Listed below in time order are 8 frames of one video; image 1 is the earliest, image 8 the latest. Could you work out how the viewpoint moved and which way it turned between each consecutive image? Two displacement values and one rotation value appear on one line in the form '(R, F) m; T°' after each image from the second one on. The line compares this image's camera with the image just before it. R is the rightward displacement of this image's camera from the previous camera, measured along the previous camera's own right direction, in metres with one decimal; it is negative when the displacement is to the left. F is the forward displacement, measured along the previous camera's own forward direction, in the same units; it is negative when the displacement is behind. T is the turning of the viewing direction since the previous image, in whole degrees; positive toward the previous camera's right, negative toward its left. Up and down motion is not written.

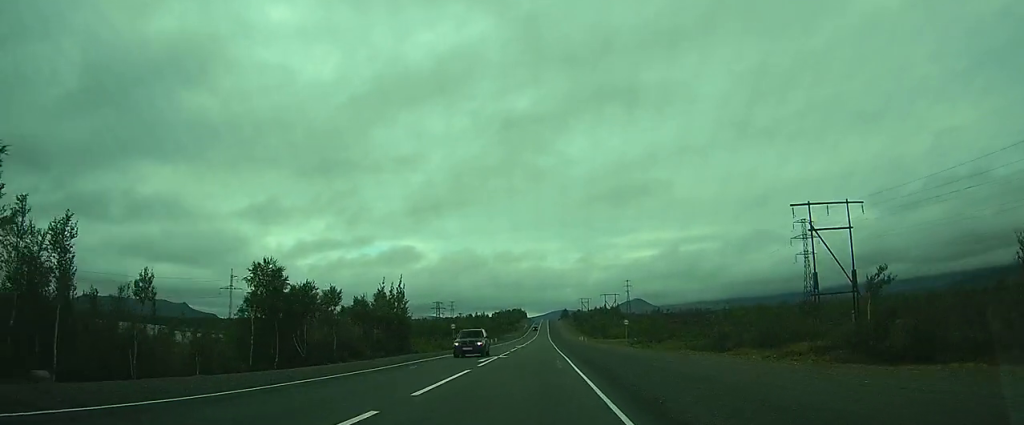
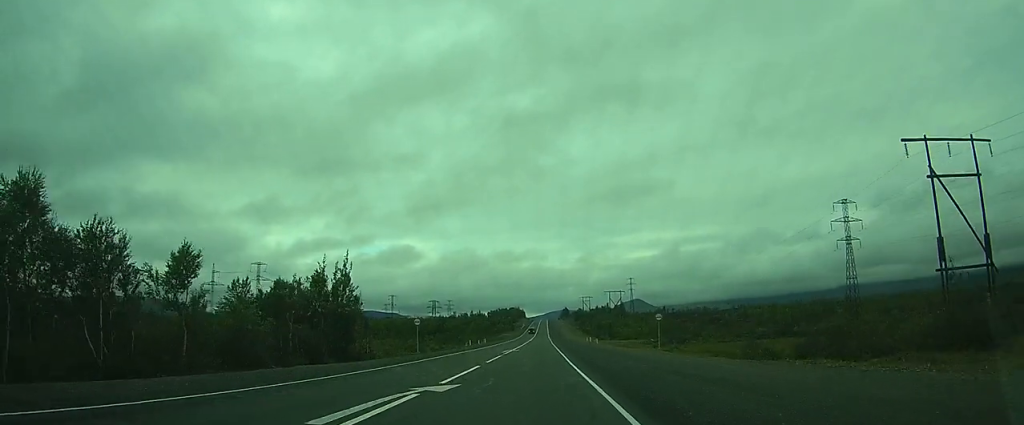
(+0.2, +20.7) m; +1°
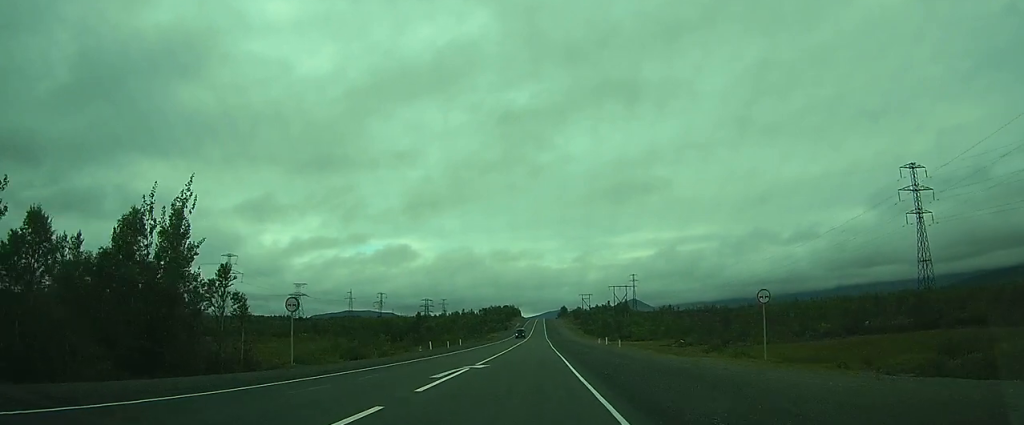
(+0.1, +25.9) m; 0°
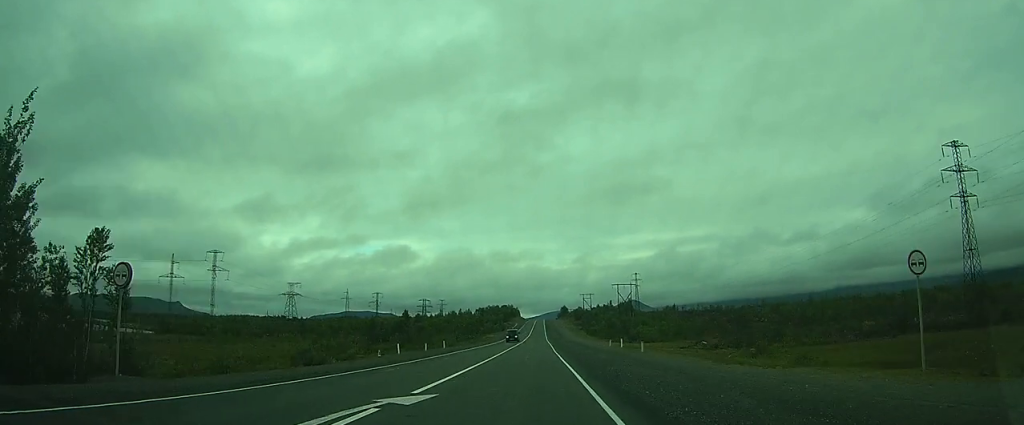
(0.0, +11.9) m; 0°
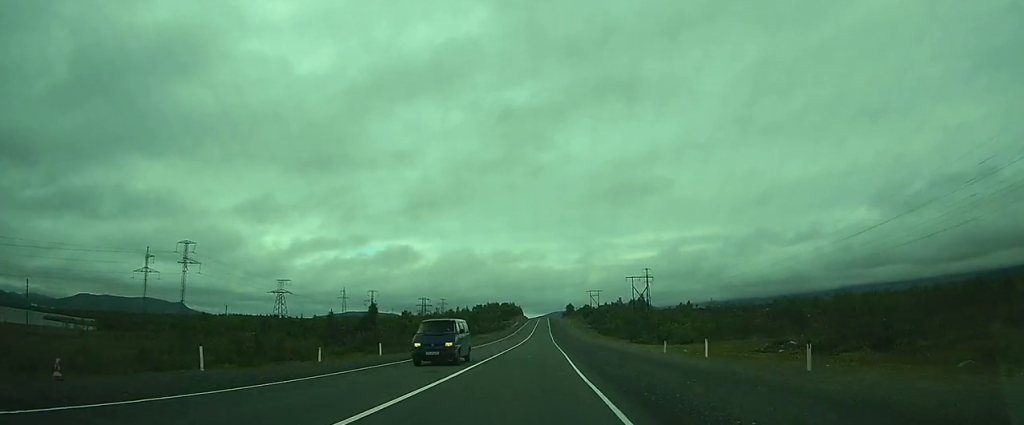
(+0.1, +25.4) m; 0°
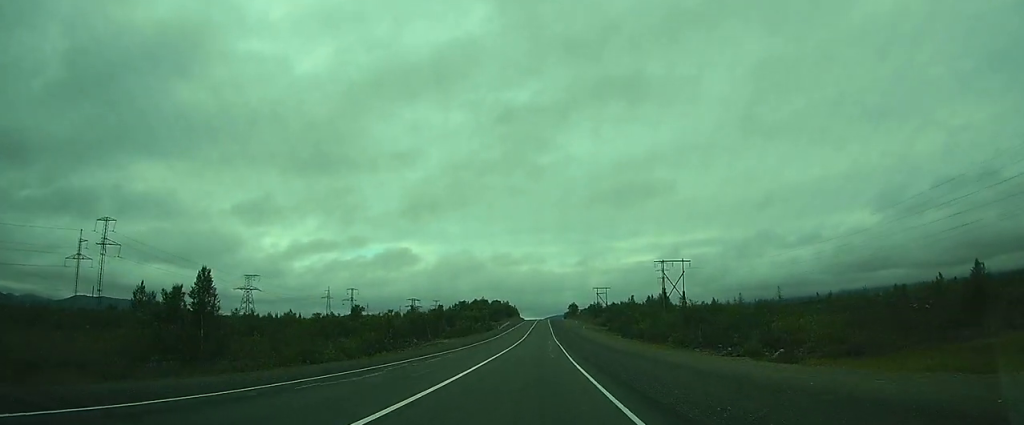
(-0.9, +48.7) m; -2°
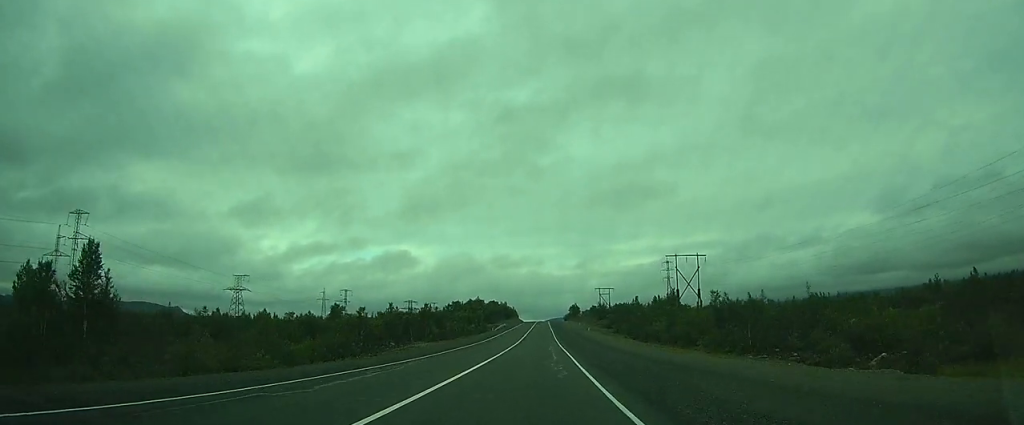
(-0.1, +13.9) m; 0°
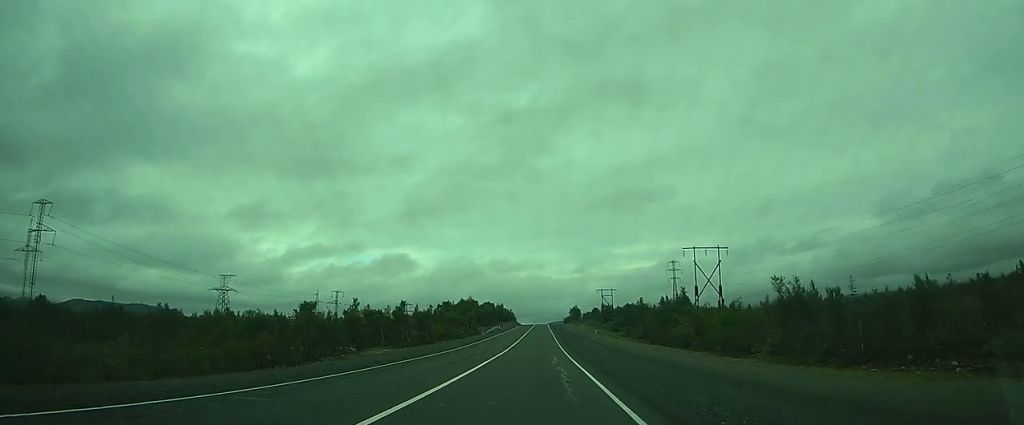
(0.0, +16.4) m; 0°
